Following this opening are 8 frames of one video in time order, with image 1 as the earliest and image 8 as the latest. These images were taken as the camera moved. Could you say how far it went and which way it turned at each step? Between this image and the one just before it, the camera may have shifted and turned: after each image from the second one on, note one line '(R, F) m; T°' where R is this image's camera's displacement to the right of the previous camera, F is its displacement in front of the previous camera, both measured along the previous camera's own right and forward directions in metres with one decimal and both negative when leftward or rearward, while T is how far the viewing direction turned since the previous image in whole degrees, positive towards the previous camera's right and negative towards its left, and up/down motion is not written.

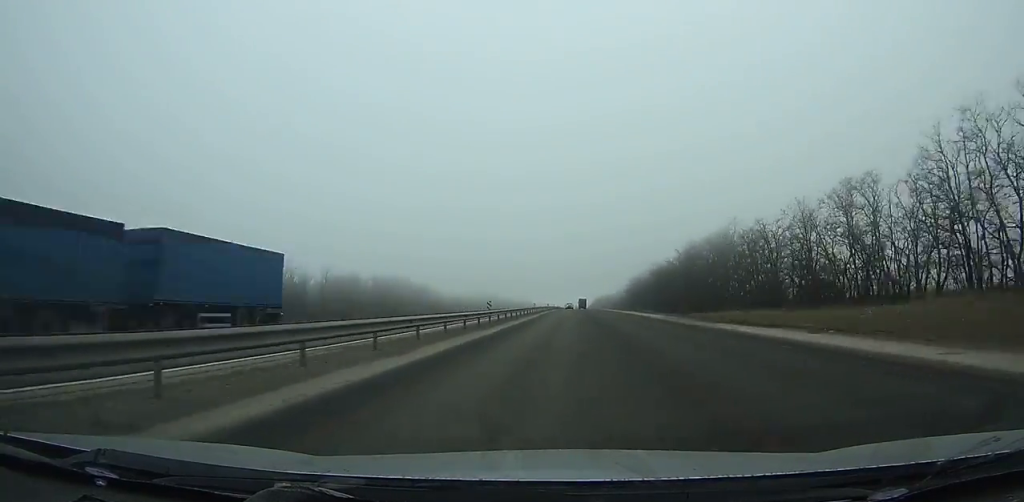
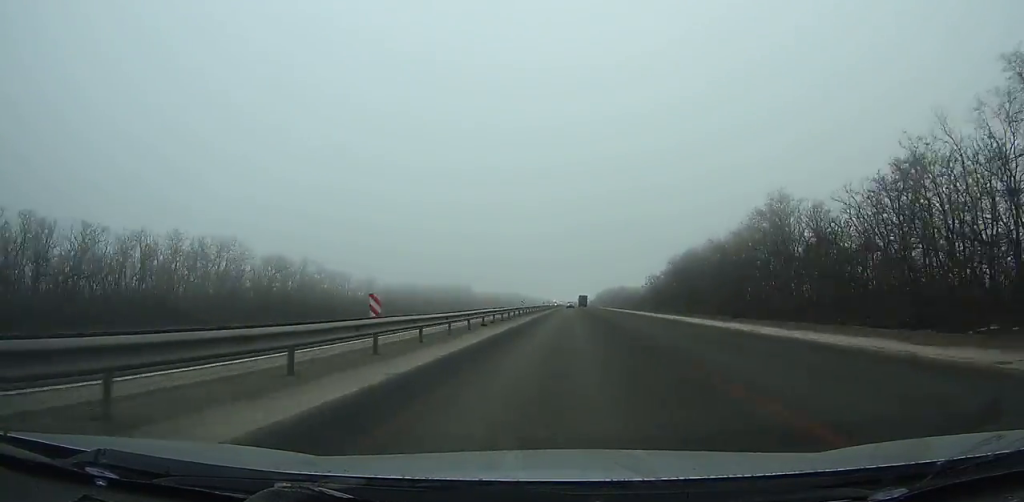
(+0.1, +101.2) m; 0°
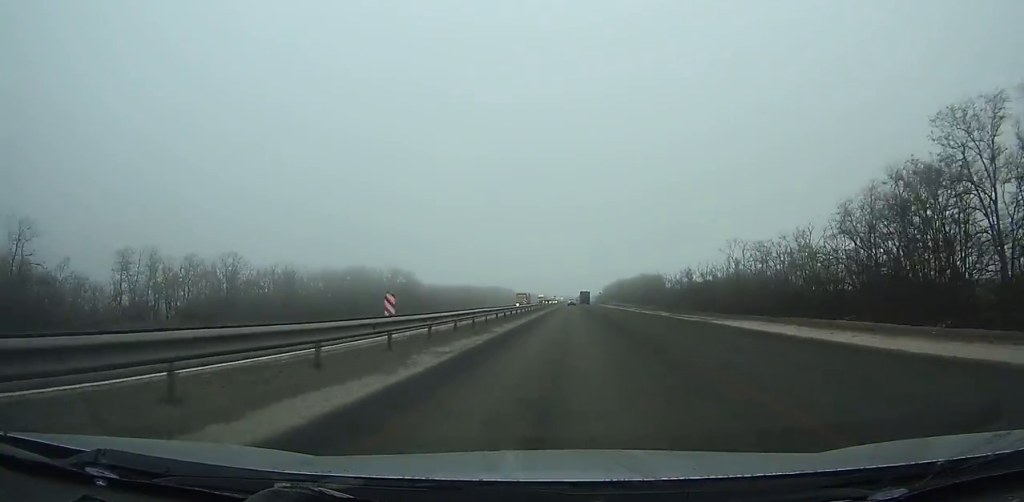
(0.0, +119.8) m; 0°
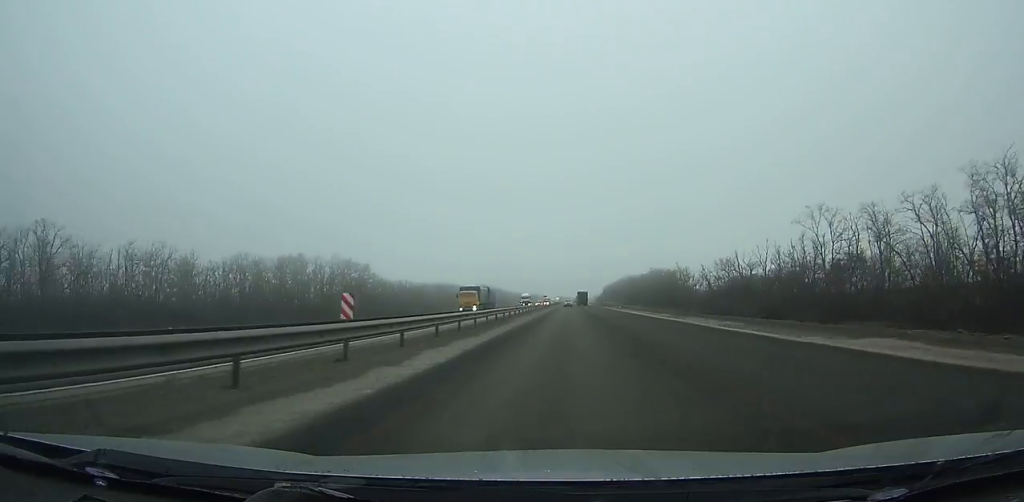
(+0.2, +44.1) m; 0°
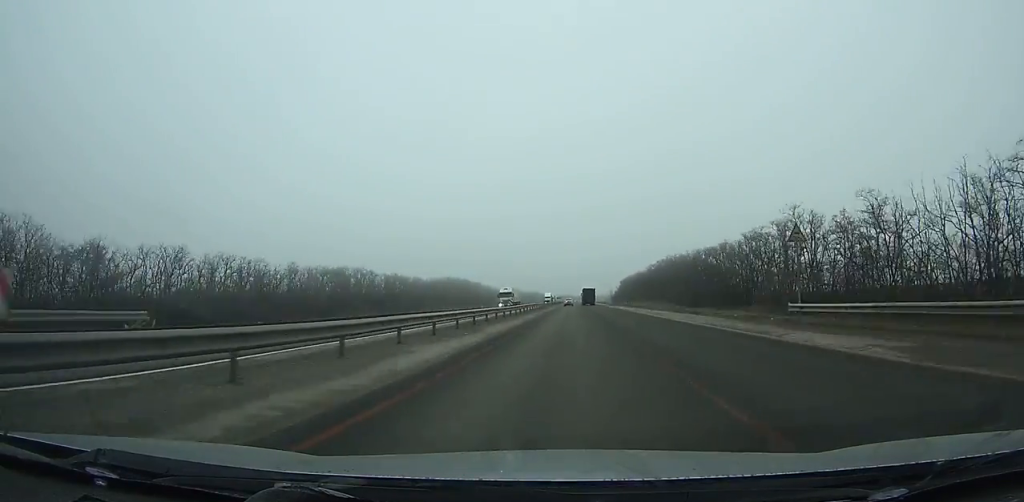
(-0.3, +127.8) m; 0°
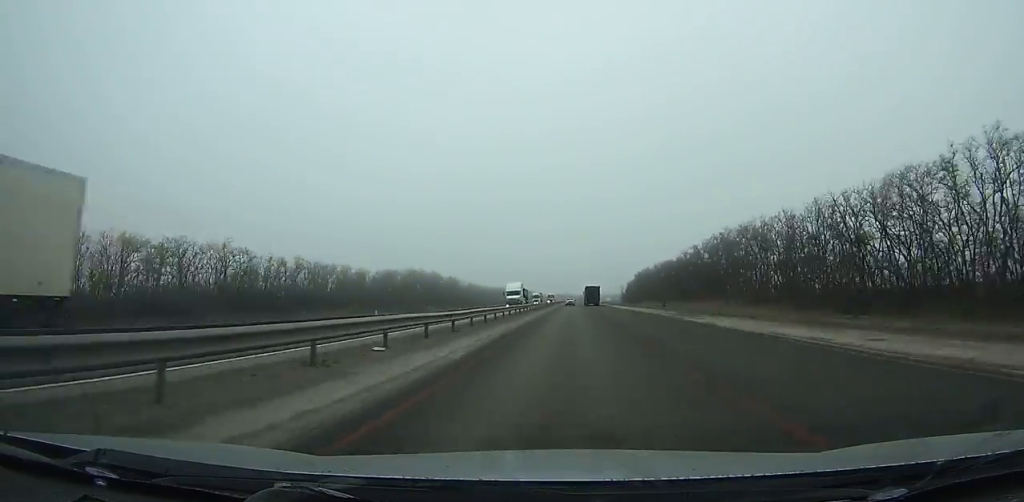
(0.0, +71.7) m; 0°
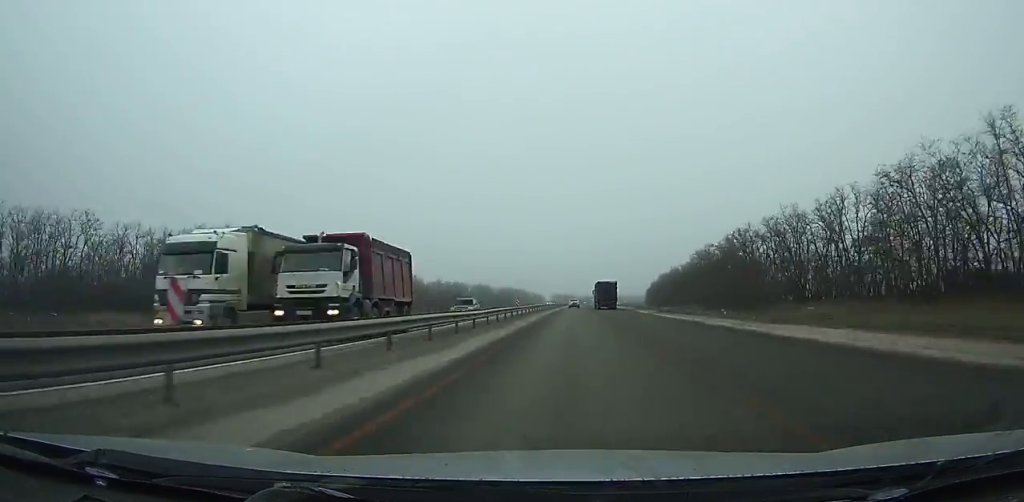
(+0.1, +128.5) m; +1°
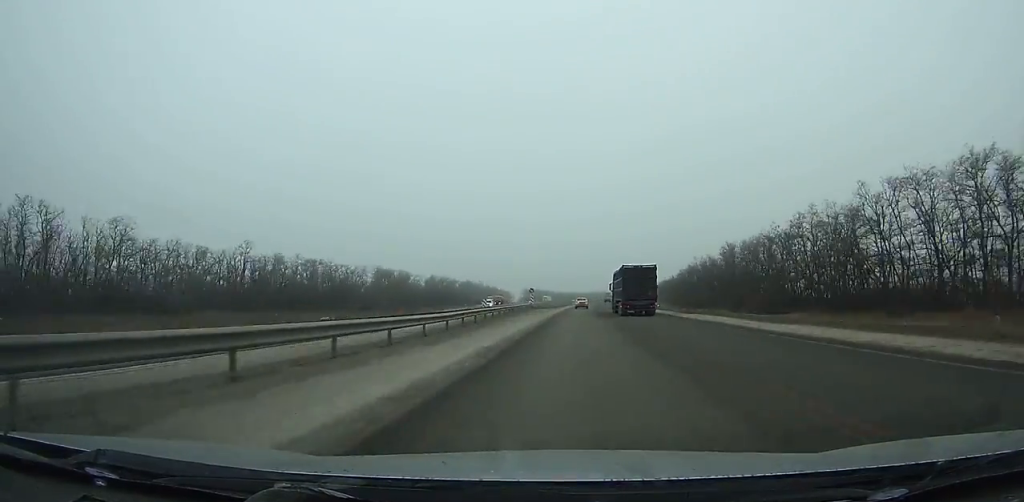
(+2.6, +129.6) m; +2°
